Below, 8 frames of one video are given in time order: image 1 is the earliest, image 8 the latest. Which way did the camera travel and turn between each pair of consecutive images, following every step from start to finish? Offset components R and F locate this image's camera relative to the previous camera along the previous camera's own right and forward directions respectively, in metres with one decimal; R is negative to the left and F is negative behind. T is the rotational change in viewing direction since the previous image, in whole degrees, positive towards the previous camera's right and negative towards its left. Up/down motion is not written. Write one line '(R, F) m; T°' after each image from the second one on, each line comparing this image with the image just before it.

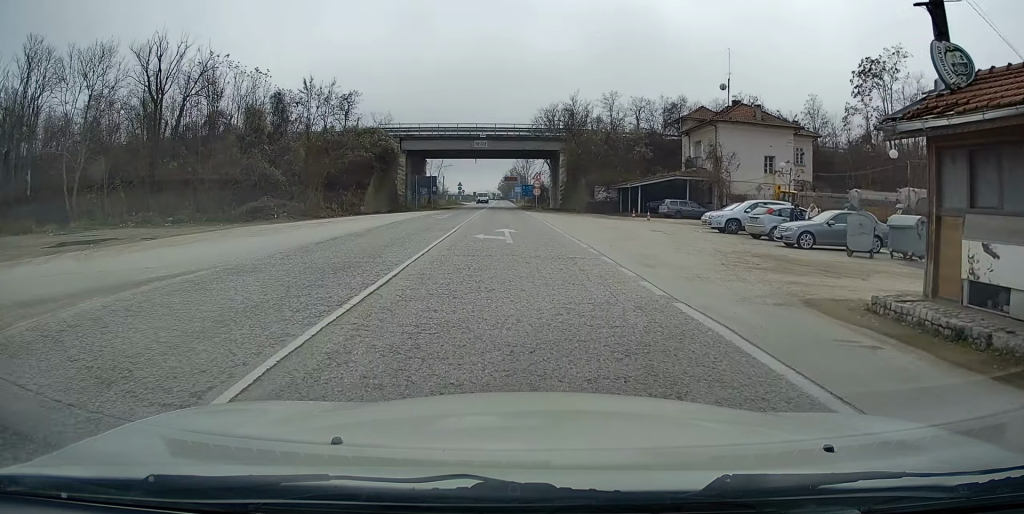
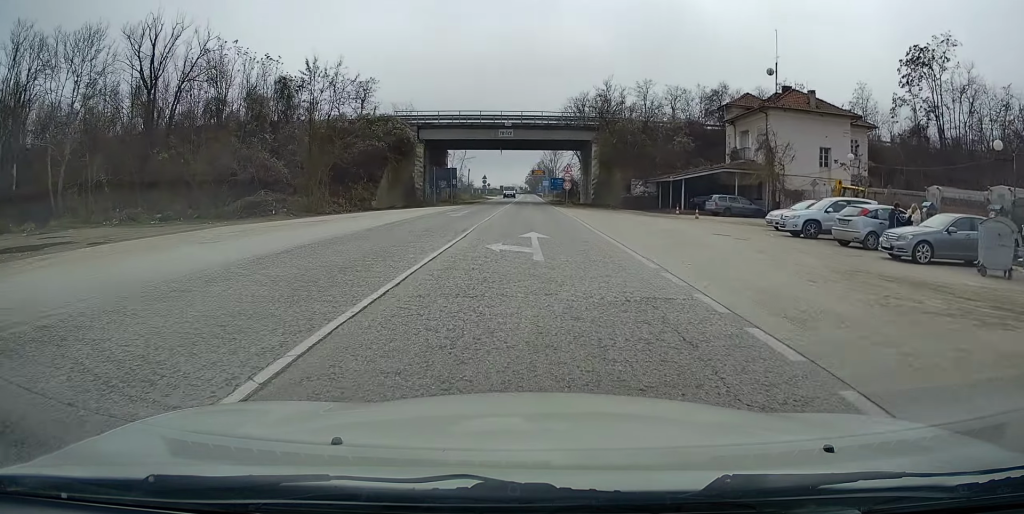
(-0.2, +5.6) m; -2°
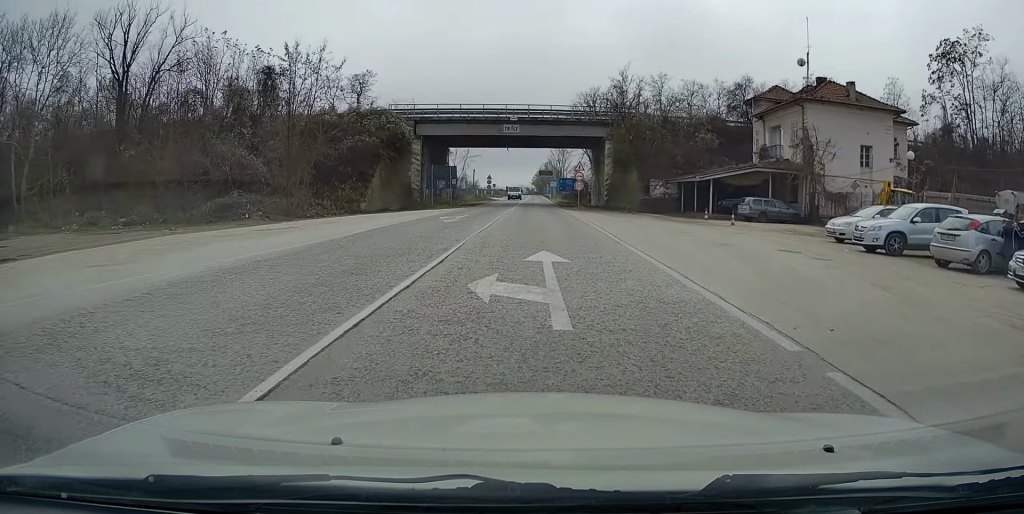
(-0.1, +5.6) m; -1°
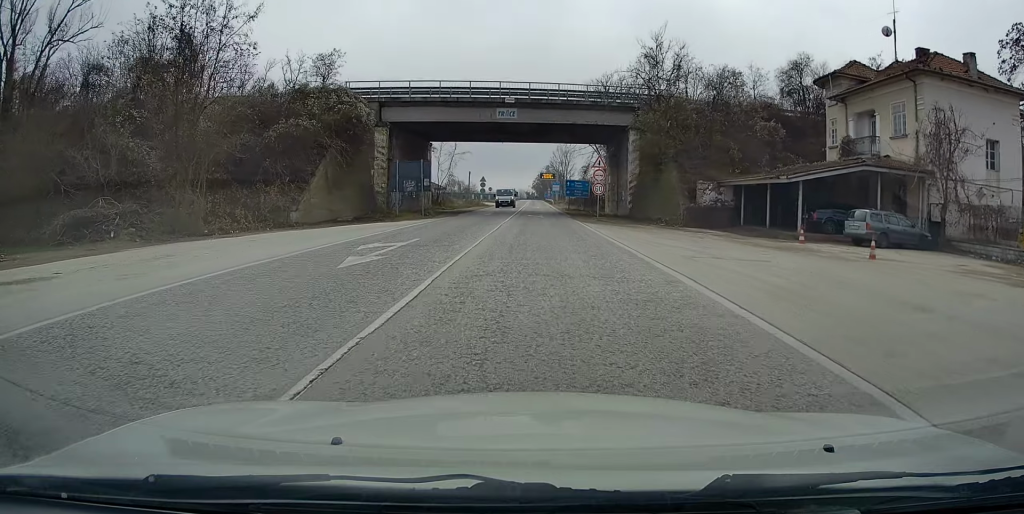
(-0.1, +14.2) m; -1°
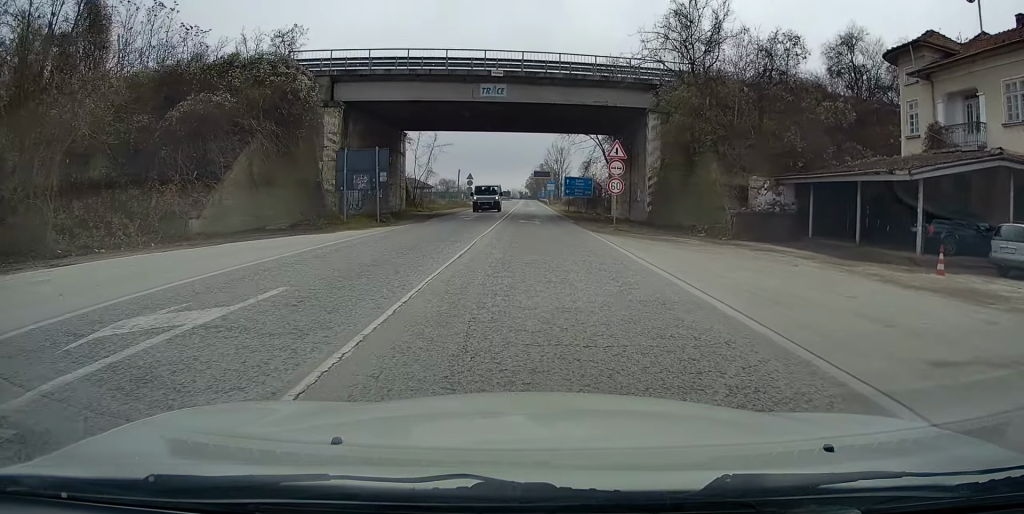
(0.0, +9.9) m; 0°
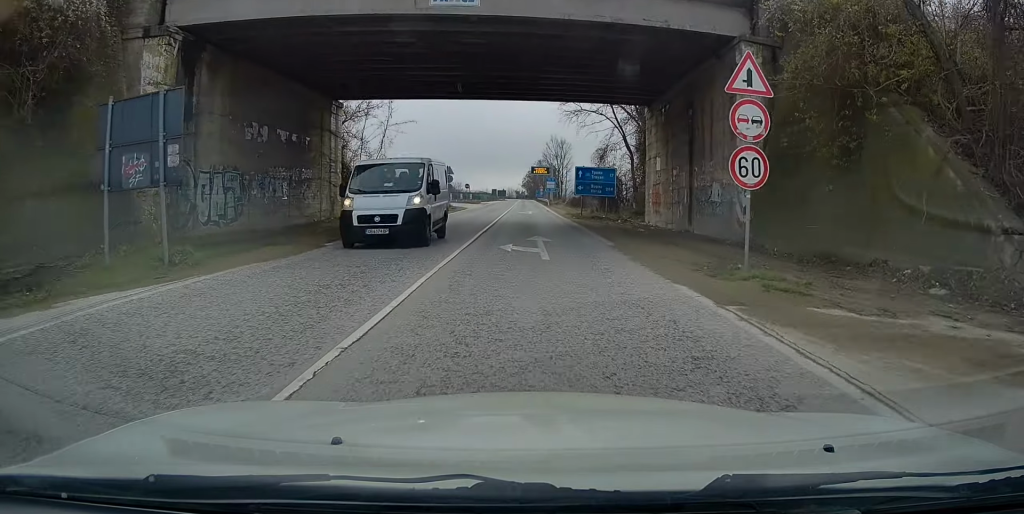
(+0.1, +16.7) m; 0°
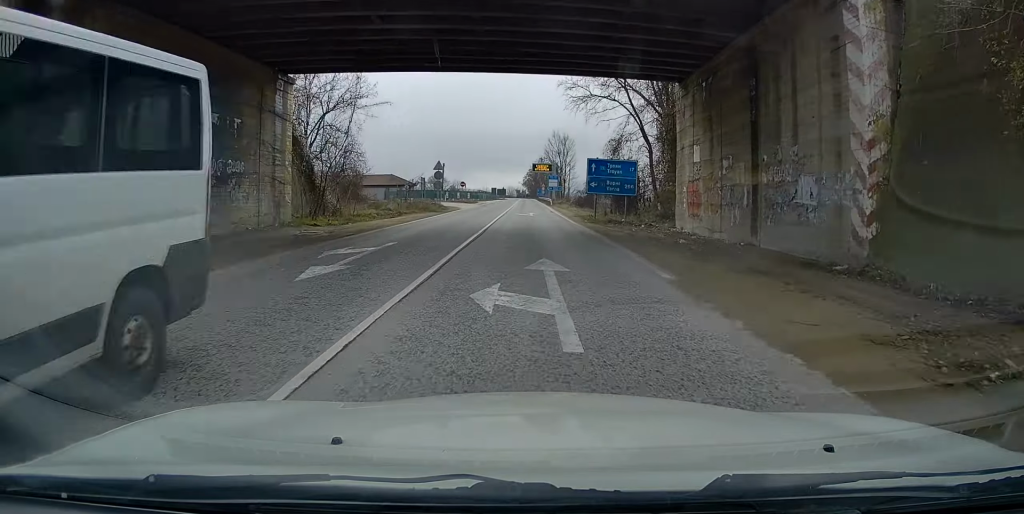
(0.0, +7.6) m; 0°
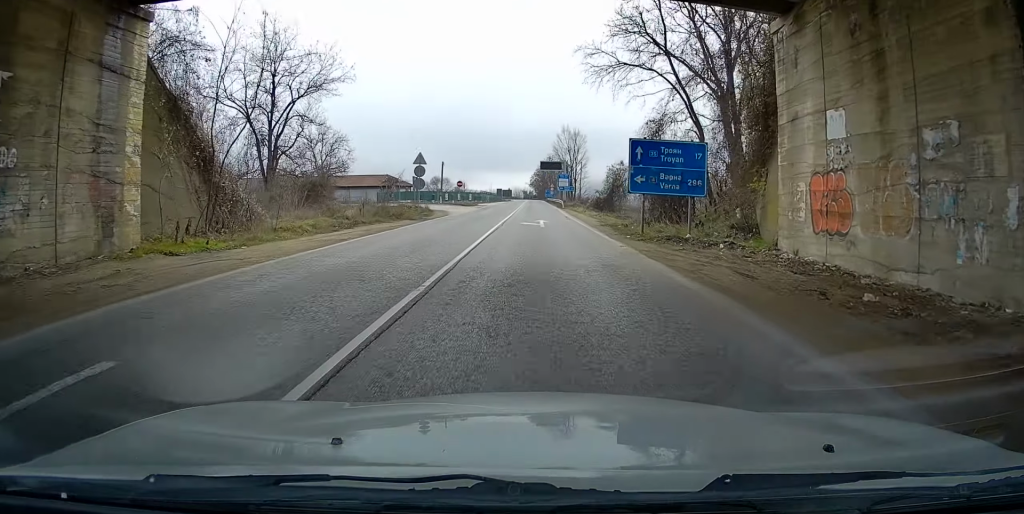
(0.0, +11.3) m; 0°
